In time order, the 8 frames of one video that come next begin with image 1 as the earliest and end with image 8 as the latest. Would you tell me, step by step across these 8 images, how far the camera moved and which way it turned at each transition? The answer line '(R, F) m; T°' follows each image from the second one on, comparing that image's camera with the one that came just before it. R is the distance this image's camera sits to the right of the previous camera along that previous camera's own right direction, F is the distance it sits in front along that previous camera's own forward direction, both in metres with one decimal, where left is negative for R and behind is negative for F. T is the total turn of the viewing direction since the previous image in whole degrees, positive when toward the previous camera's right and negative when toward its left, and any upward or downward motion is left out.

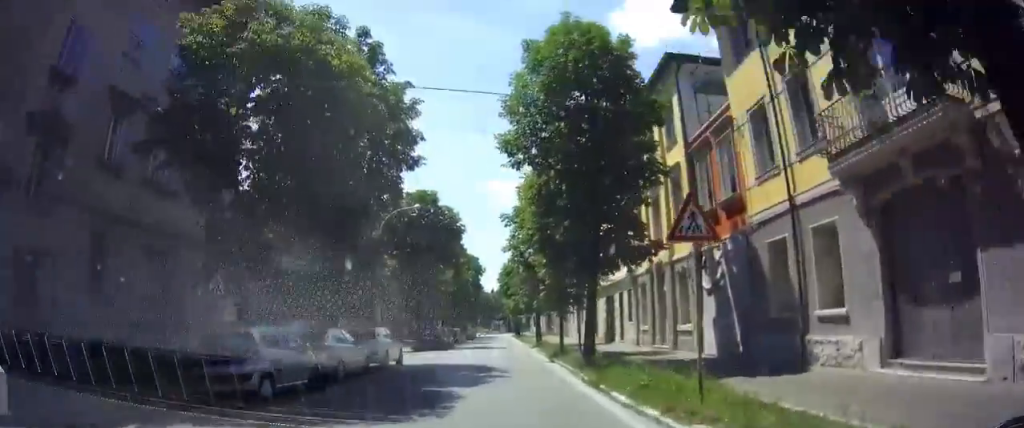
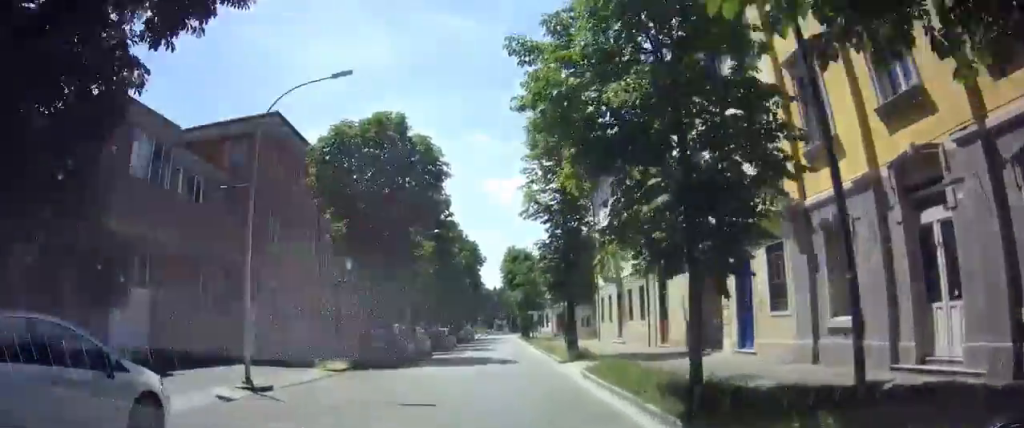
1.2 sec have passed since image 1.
(0.0, +15.7) m; -2°
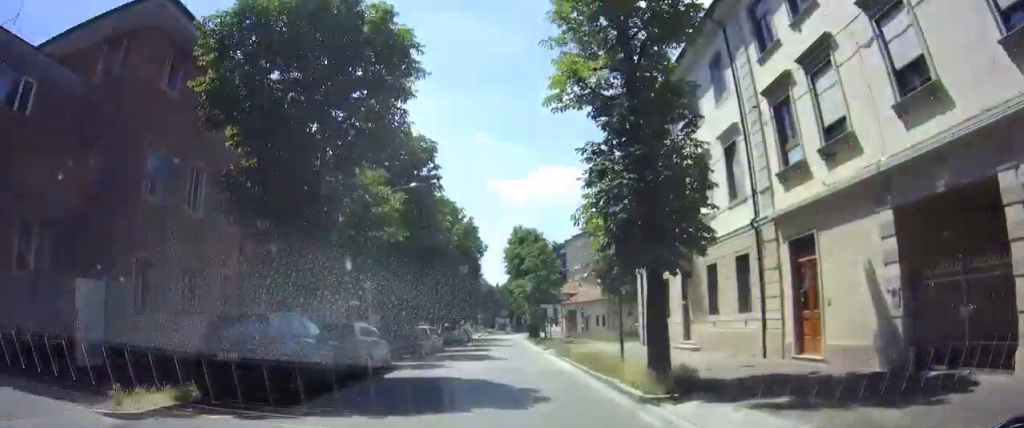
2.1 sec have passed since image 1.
(-0.4, +11.5) m; 0°
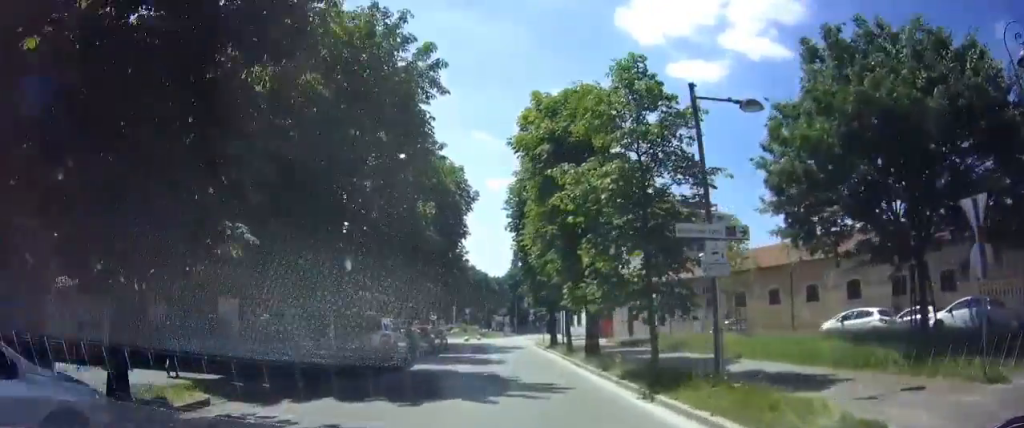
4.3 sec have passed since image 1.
(+1.4, +28.1) m; +3°
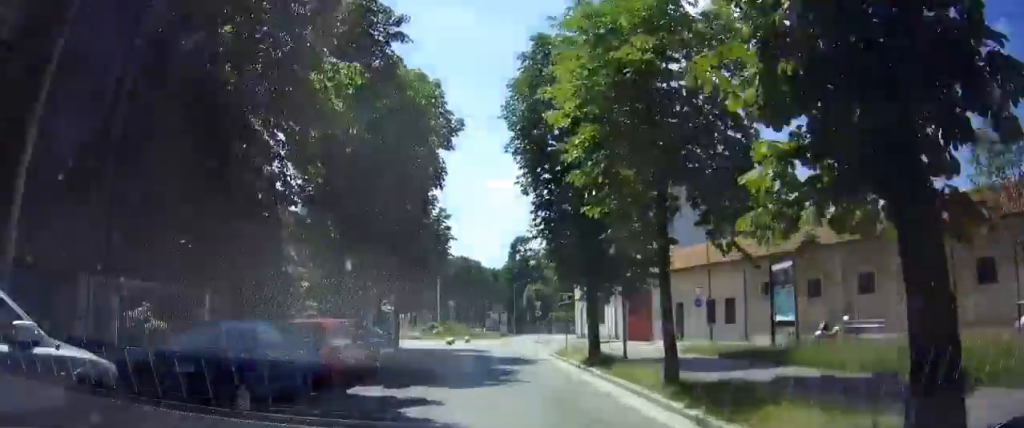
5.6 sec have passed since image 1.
(0.0, +15.2) m; +1°
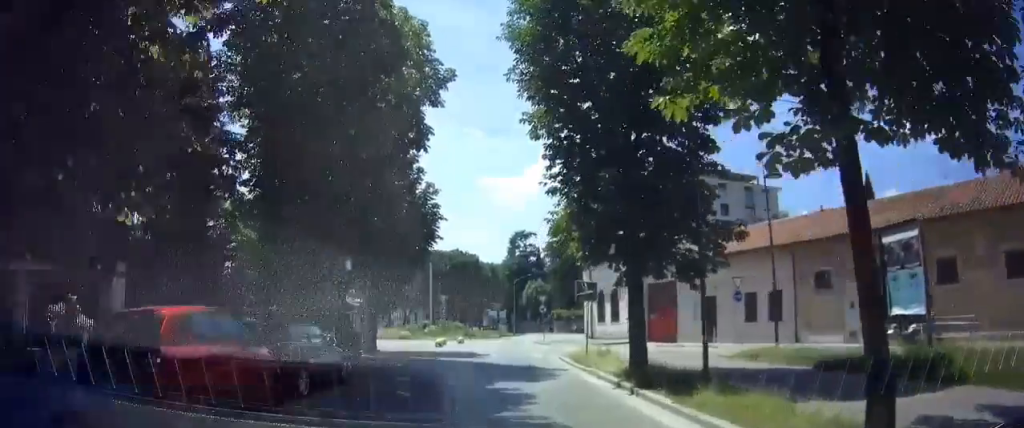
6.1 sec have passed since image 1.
(+0.1, +6.0) m; 0°
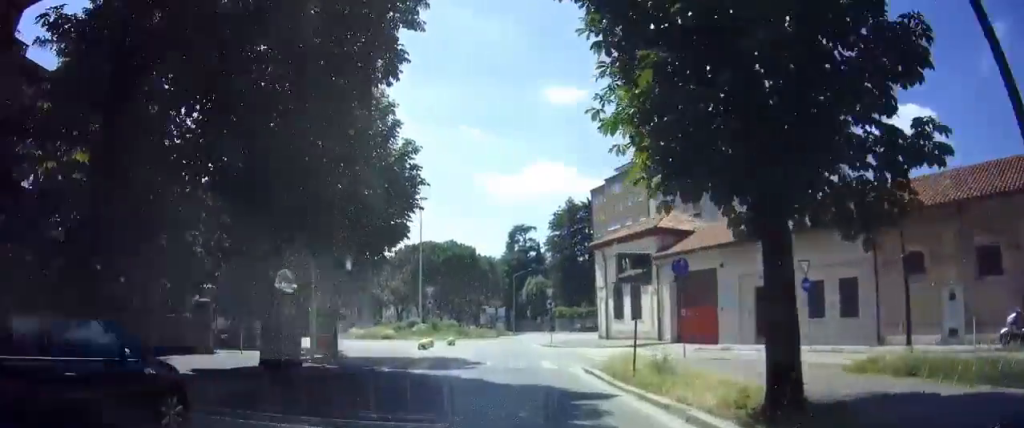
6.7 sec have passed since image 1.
(0.0, +6.9) m; -1°
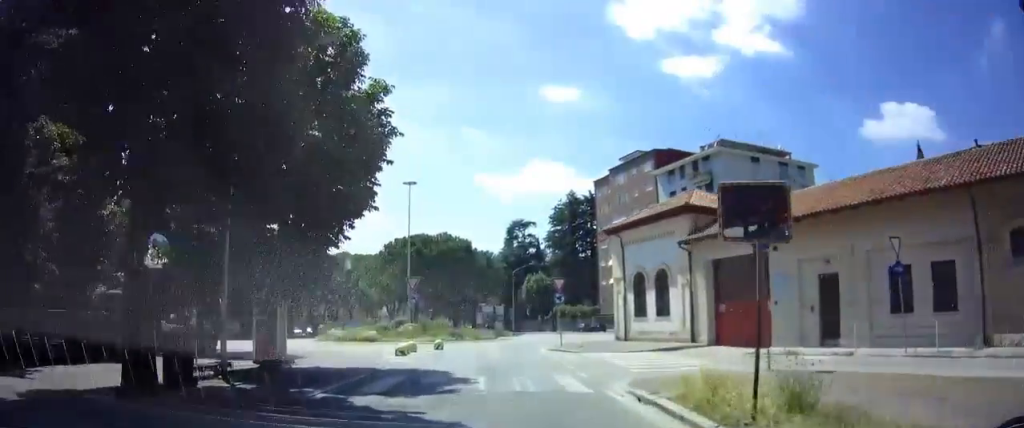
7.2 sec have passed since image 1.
(0.0, +6.3) m; 0°
